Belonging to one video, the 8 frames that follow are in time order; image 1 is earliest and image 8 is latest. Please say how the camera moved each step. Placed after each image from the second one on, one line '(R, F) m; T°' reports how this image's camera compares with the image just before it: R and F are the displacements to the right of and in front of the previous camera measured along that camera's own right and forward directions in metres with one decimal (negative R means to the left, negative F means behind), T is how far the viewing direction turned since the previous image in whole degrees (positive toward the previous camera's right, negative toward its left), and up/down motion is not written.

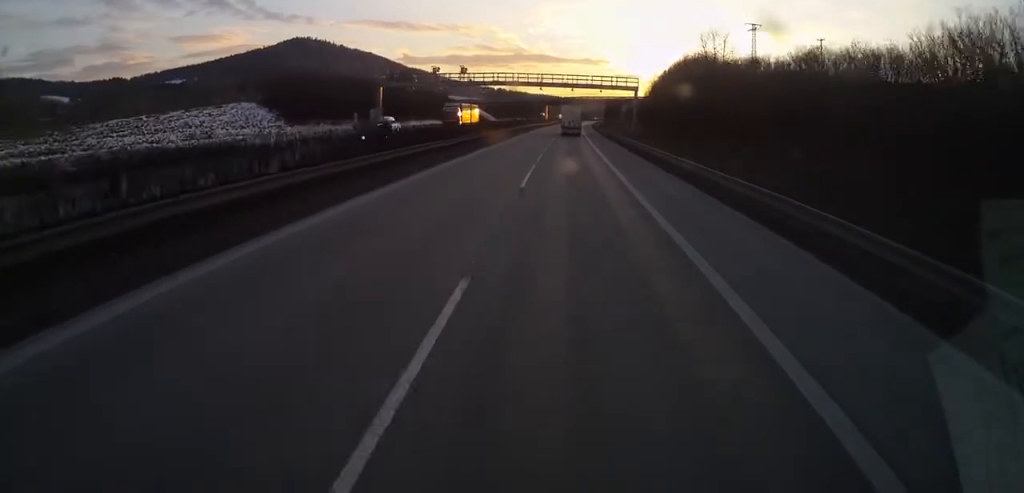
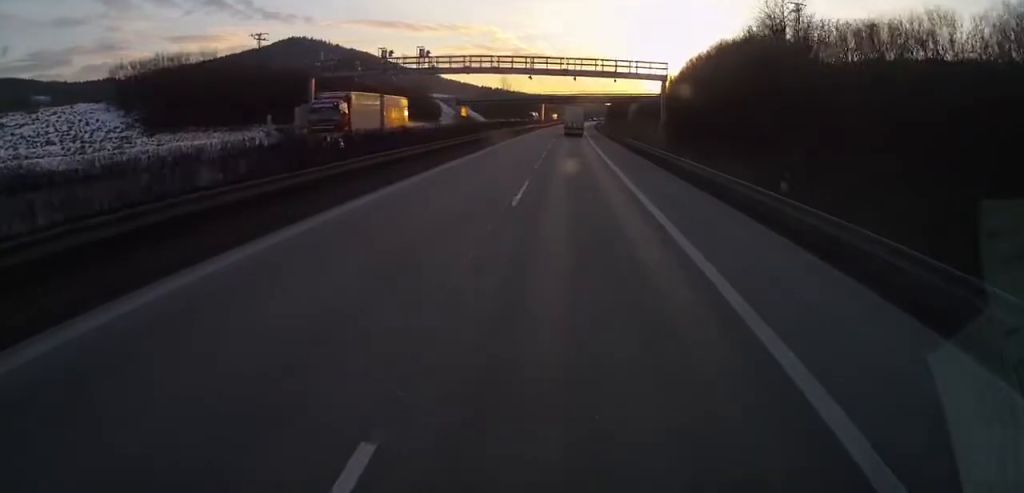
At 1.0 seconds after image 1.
(+0.3, +22.5) m; +1°
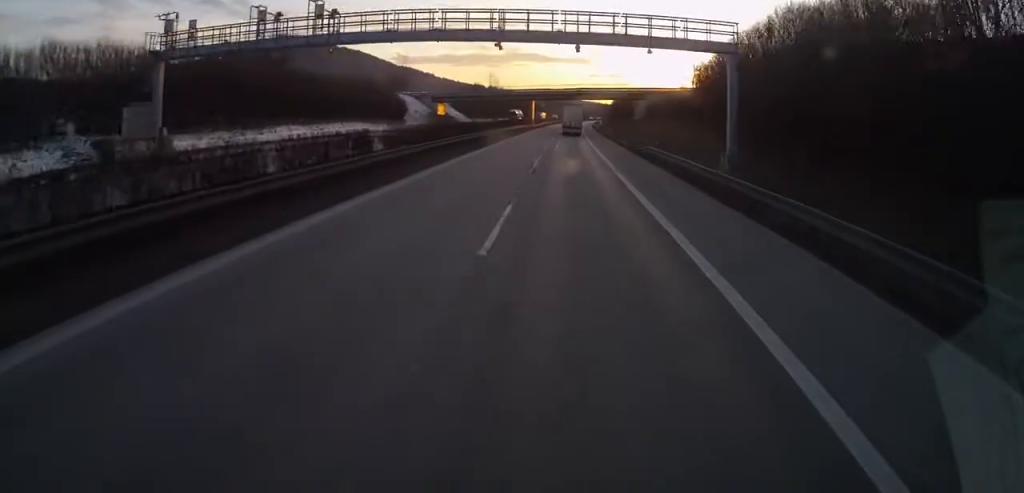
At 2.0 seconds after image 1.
(0.0, +24.1) m; 0°
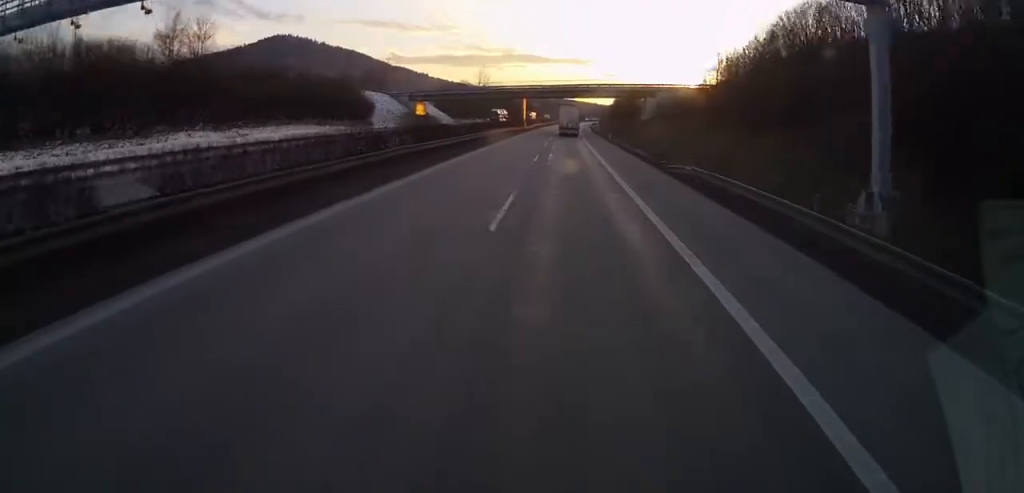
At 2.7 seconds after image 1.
(-0.1, +16.3) m; 0°
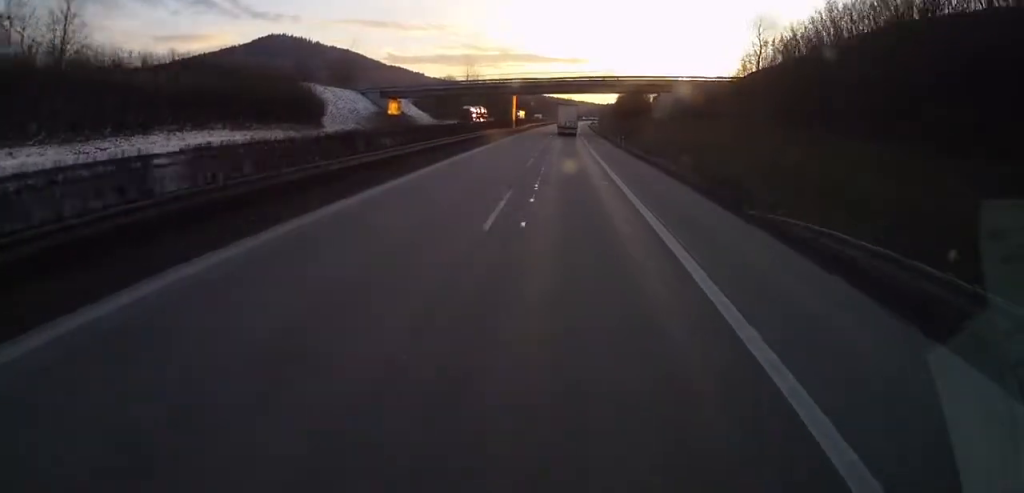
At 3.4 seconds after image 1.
(0.0, +17.1) m; 0°
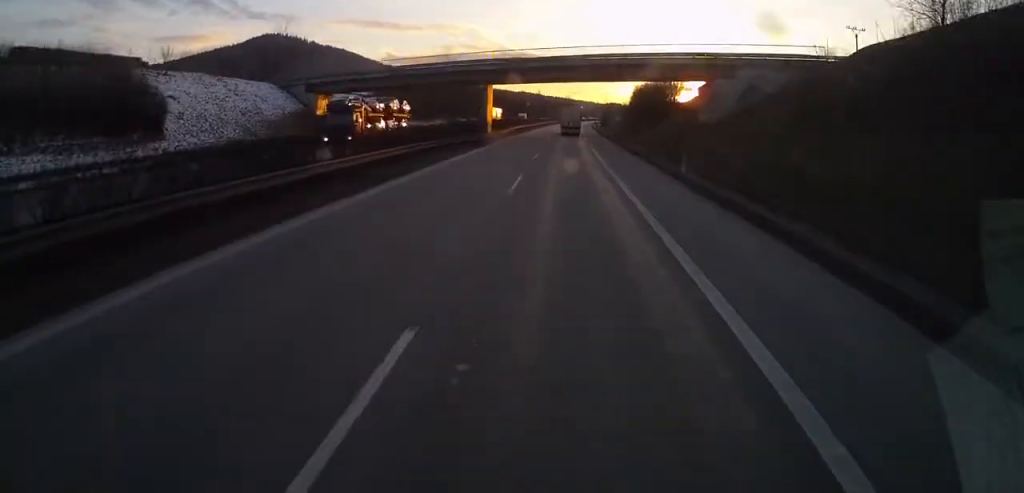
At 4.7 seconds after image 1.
(0.0, +30.4) m; 0°
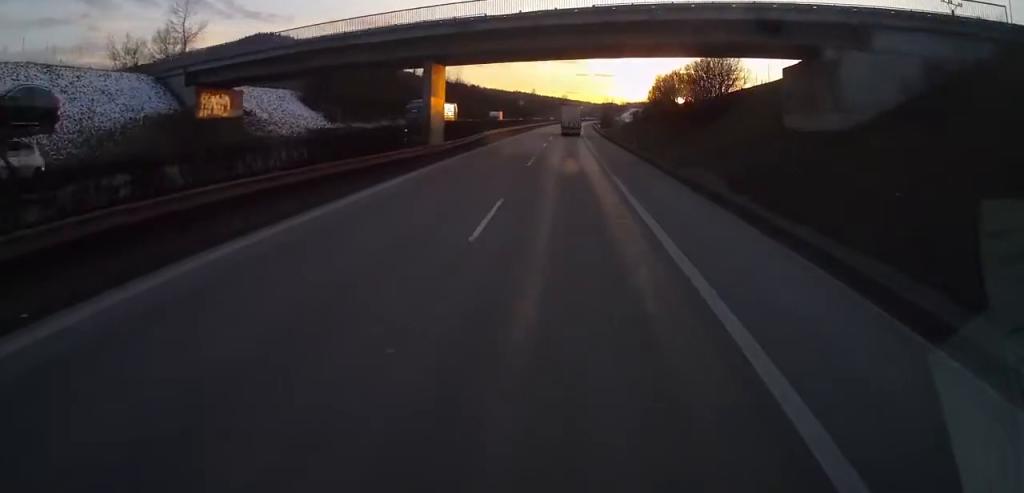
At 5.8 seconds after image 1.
(0.0, +24.9) m; 0°
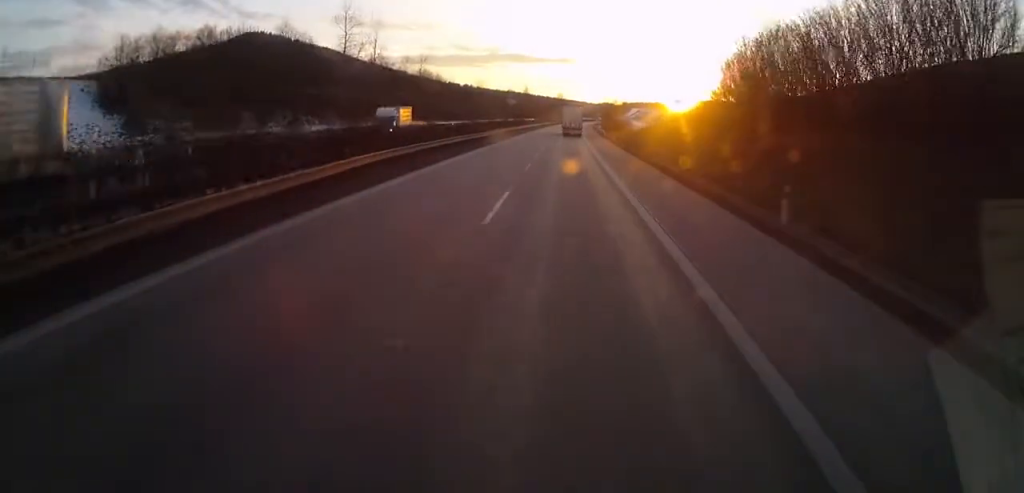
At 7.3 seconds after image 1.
(+0.5, +35.8) m; +1°
